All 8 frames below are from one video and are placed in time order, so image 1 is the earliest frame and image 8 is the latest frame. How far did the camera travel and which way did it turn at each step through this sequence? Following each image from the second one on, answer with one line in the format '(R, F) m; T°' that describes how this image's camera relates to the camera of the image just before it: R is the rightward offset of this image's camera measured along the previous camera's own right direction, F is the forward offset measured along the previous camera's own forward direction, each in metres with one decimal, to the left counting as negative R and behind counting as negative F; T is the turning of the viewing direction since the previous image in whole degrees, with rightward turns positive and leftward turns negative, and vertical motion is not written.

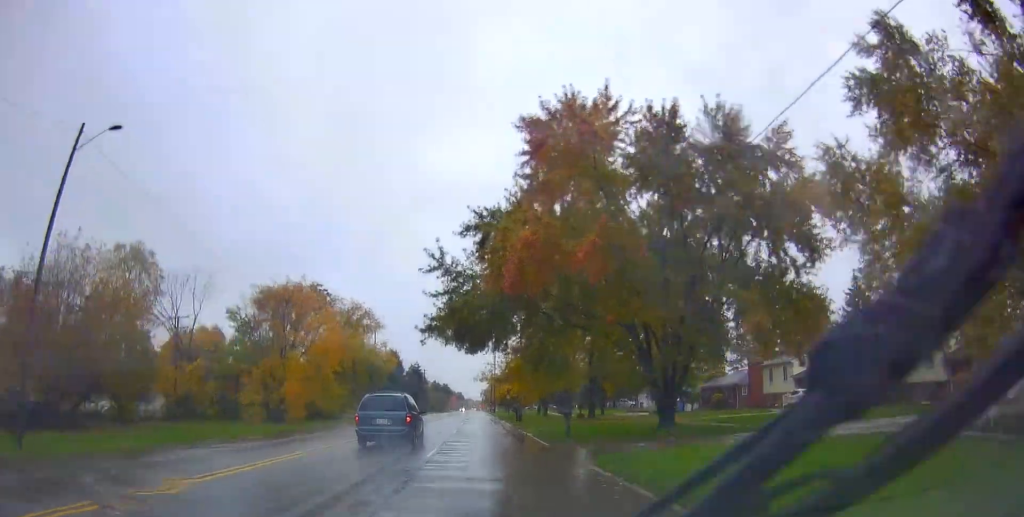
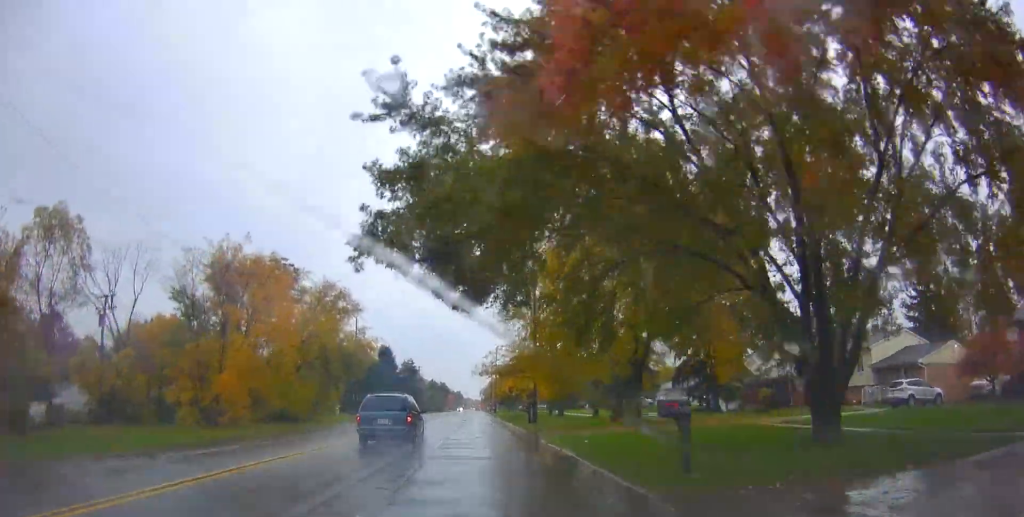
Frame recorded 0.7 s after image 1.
(0.0, +12.7) m; -1°
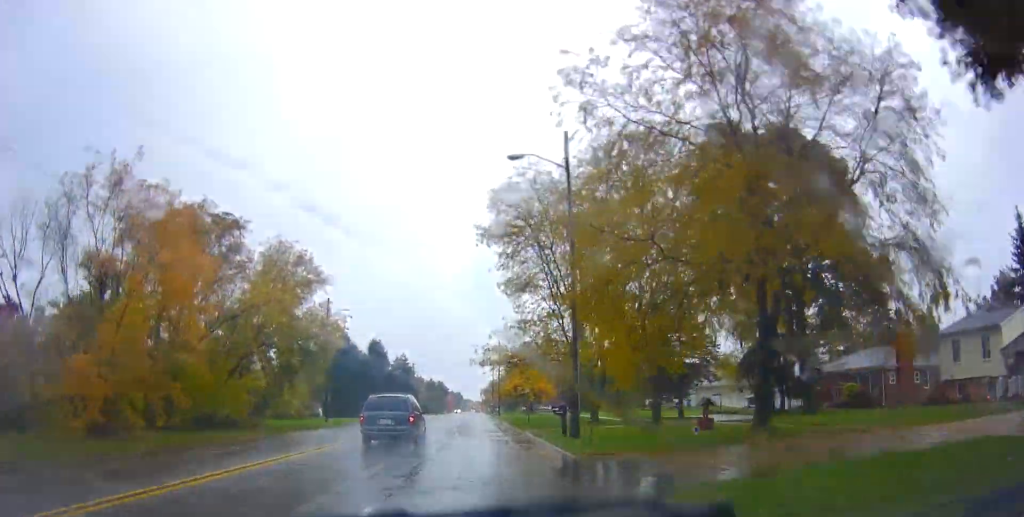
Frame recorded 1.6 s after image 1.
(-0.3, +14.5) m; -1°
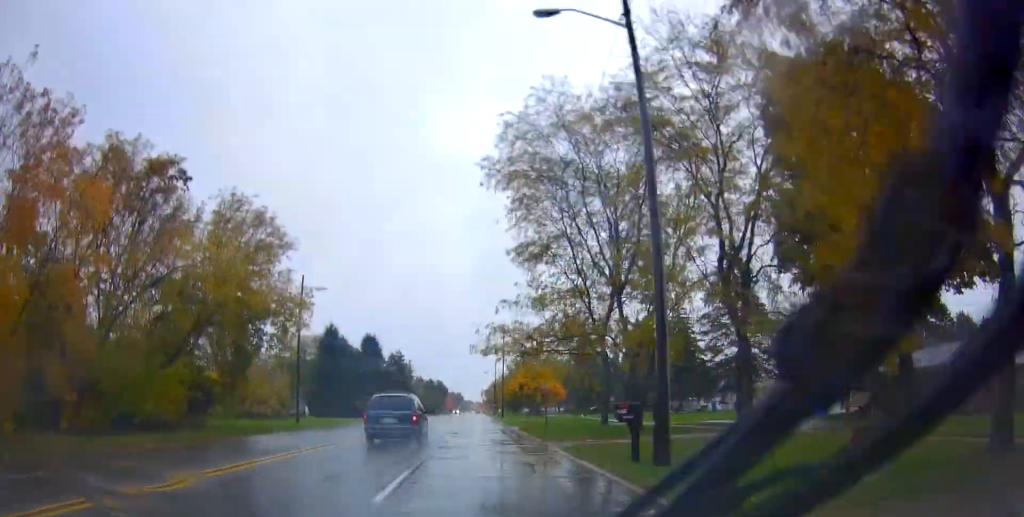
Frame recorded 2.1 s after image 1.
(0.0, +9.8) m; +1°
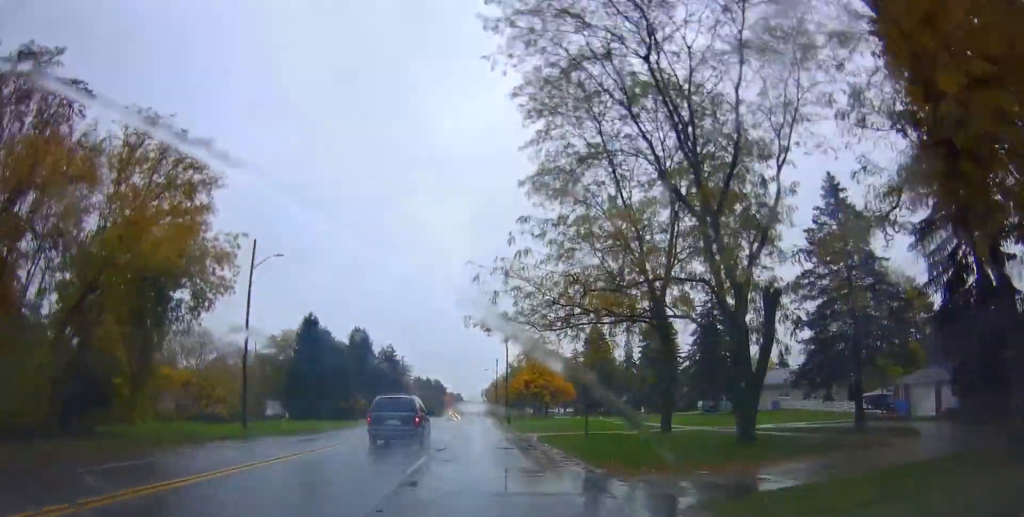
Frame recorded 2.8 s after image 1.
(+0.2, +11.5) m; 0°
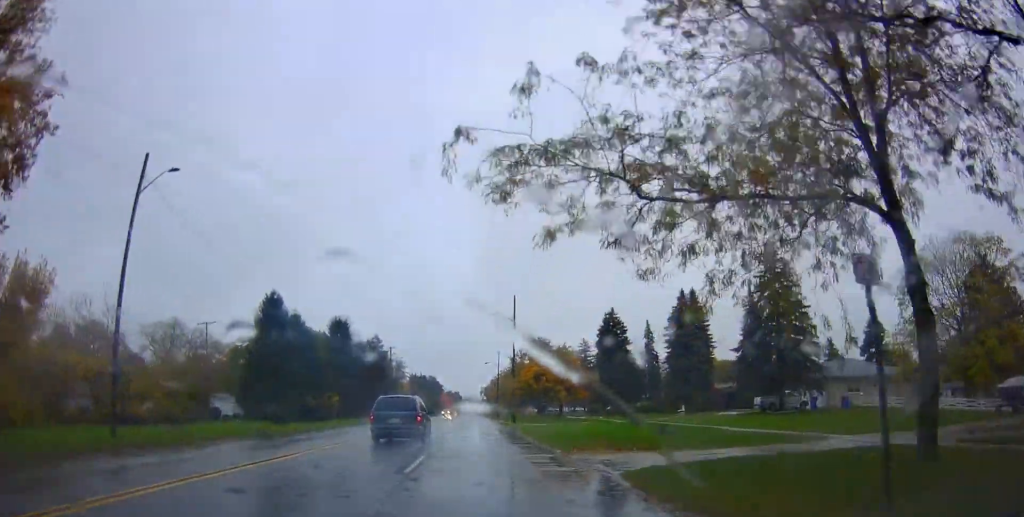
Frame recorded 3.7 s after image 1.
(+0.1, +14.9) m; 0°
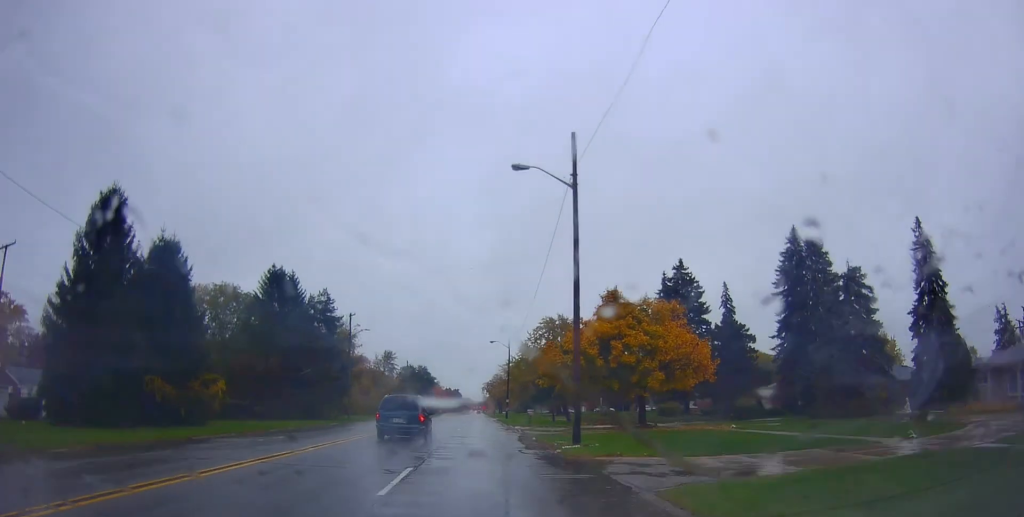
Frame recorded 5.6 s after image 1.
(+0.1, +33.3) m; 0°
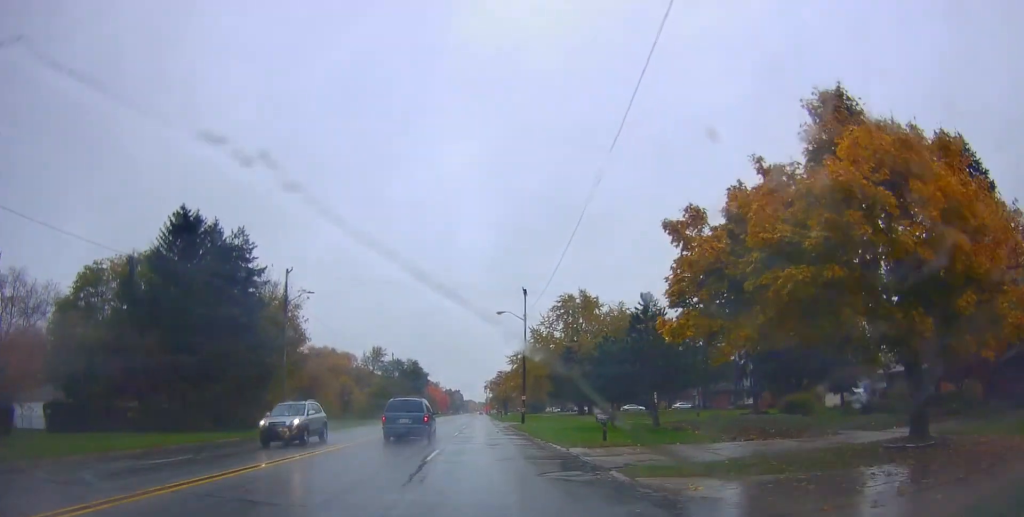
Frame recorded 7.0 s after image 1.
(-0.1, +24.2) m; 0°
